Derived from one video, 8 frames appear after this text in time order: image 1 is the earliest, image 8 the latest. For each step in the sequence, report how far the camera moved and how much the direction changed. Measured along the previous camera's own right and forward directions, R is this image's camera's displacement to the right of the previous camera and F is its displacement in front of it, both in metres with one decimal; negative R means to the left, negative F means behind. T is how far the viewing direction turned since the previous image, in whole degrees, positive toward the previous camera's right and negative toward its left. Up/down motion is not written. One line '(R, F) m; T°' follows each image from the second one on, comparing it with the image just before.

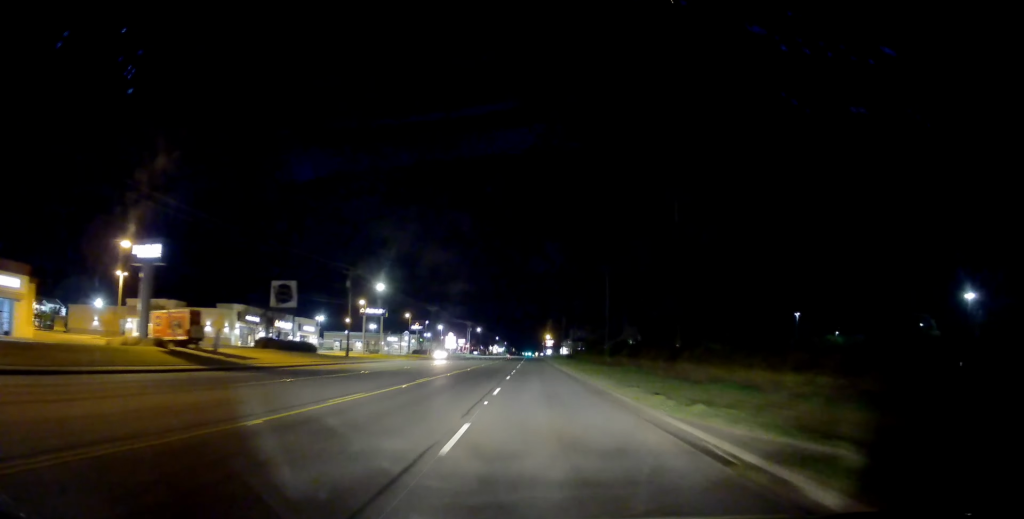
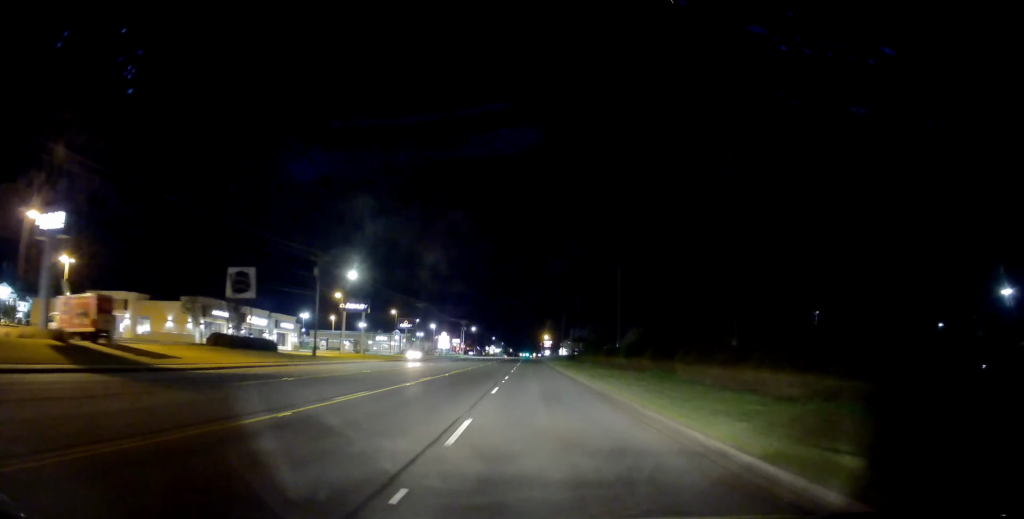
(+0.1, +11.0) m; +1°
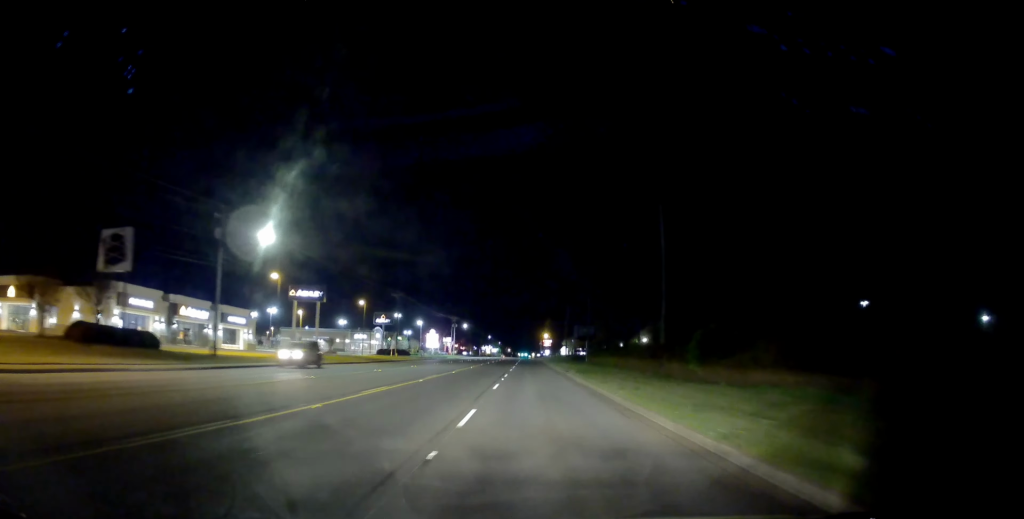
(+0.3, +21.3) m; +1°
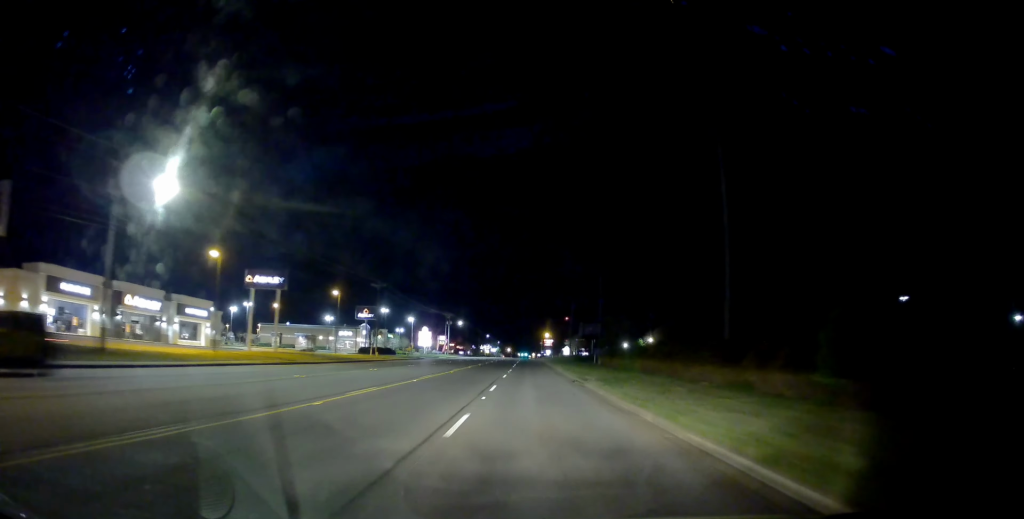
(0.0, +13.2) m; 0°
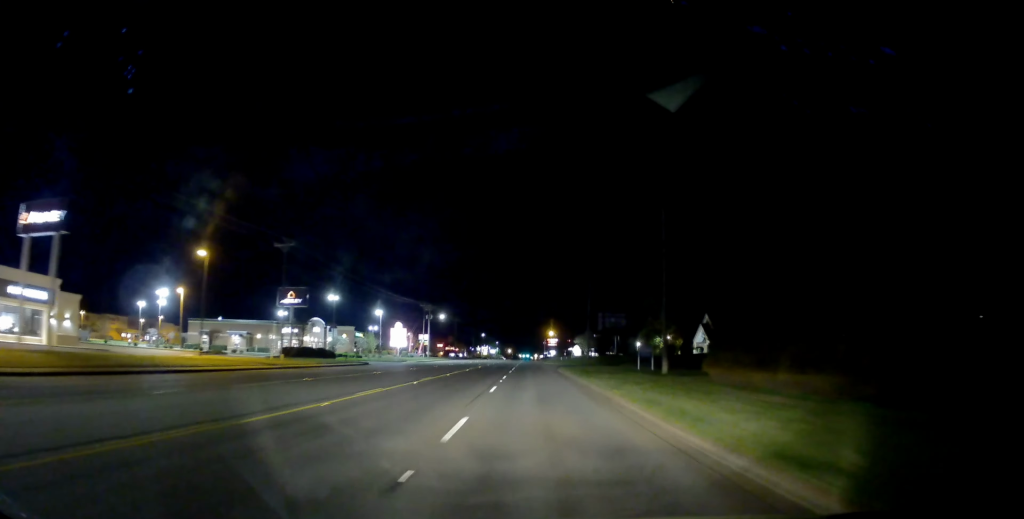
(-0.2, +36.0) m; 0°
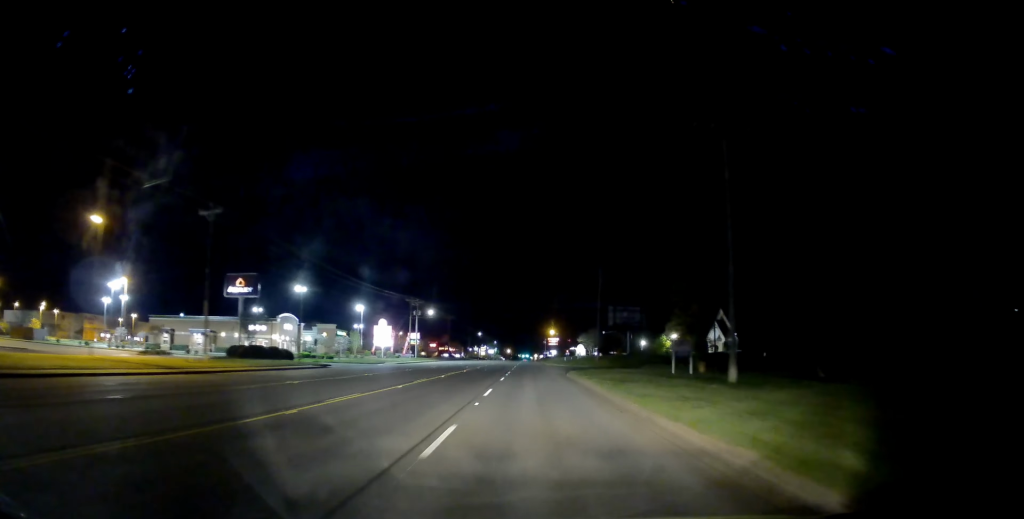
(+0.1, +13.9) m; -1°
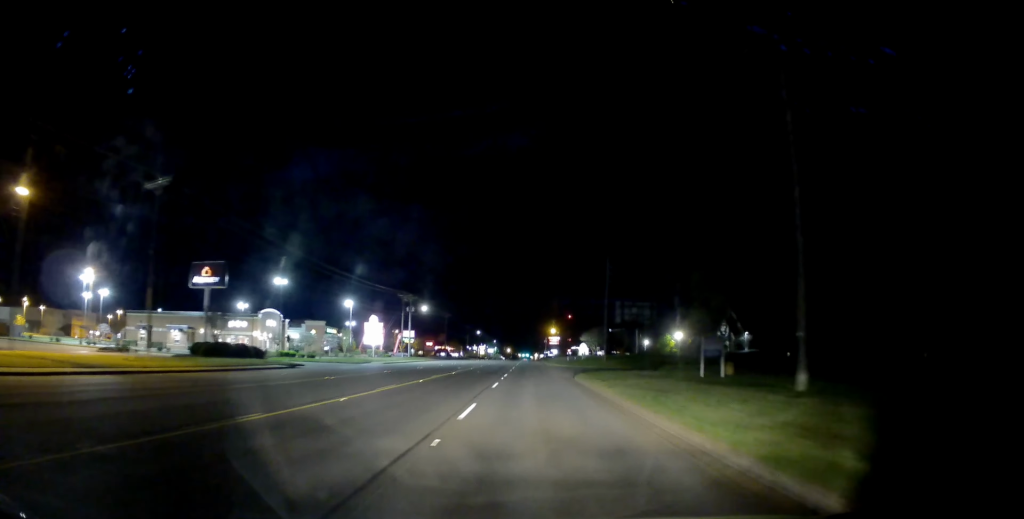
(-0.2, +7.2) m; 0°
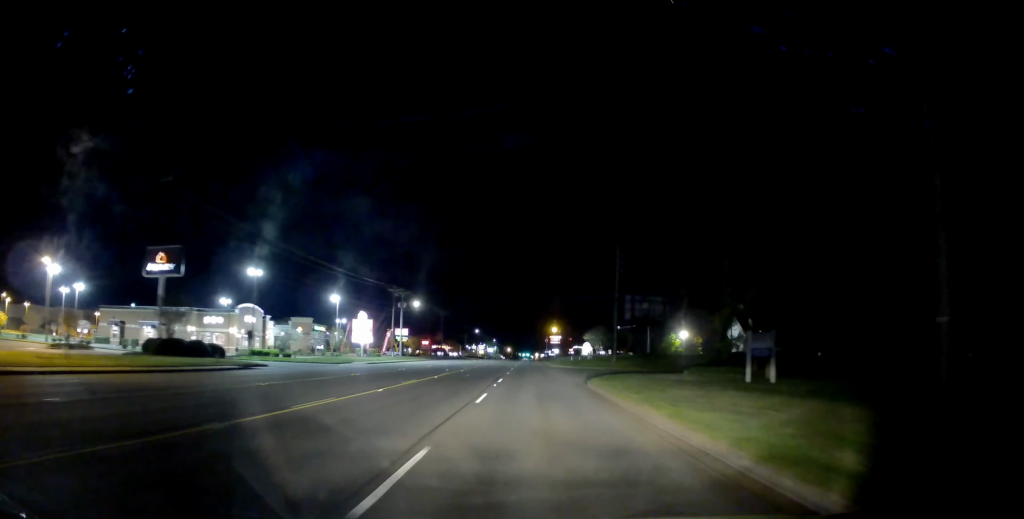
(-0.2, +7.9) m; 0°
